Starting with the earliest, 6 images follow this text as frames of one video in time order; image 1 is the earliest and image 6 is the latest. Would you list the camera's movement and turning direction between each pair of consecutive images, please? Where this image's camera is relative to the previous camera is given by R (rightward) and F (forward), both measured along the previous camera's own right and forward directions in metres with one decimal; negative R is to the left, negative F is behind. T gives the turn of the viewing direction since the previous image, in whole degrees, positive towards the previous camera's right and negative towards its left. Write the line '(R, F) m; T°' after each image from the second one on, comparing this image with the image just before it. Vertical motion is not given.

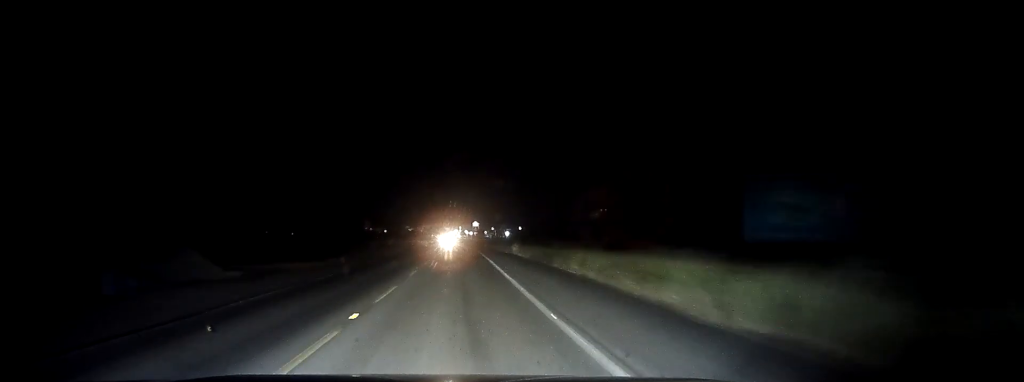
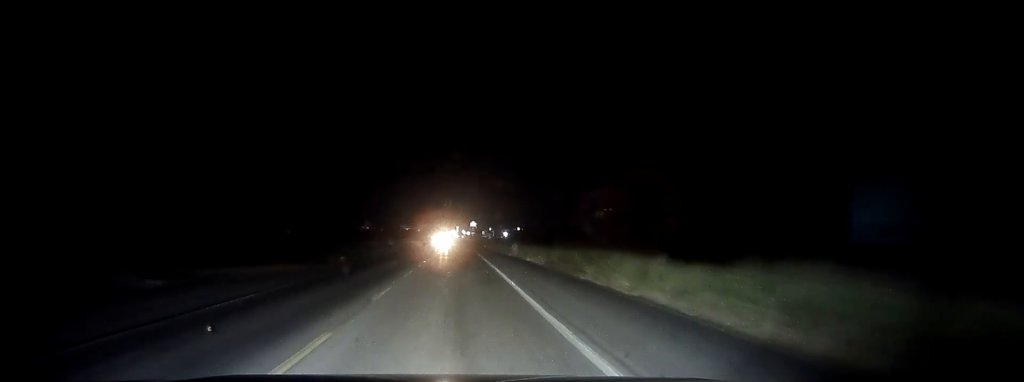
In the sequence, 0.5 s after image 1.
(0.0, +9.2) m; 0°
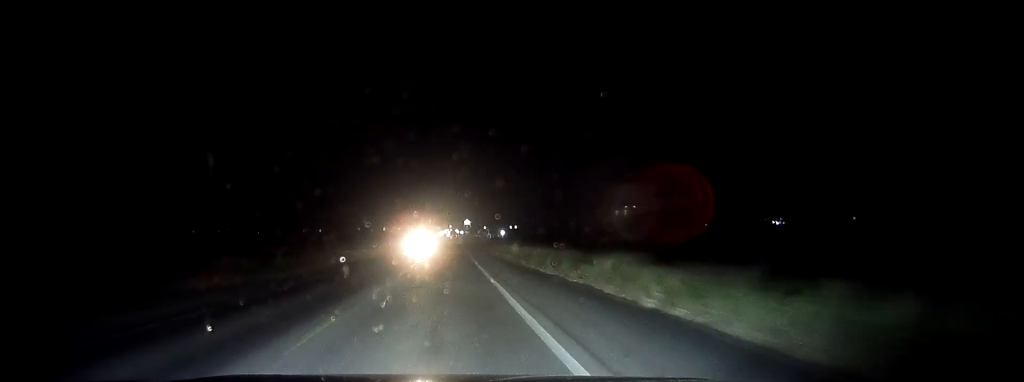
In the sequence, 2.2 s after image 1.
(0.0, +29.4) m; 0°
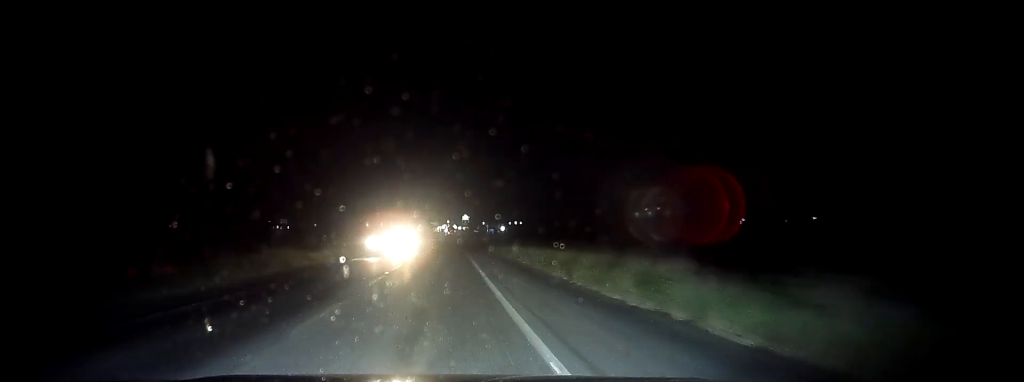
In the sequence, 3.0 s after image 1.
(0.0, +14.7) m; 0°
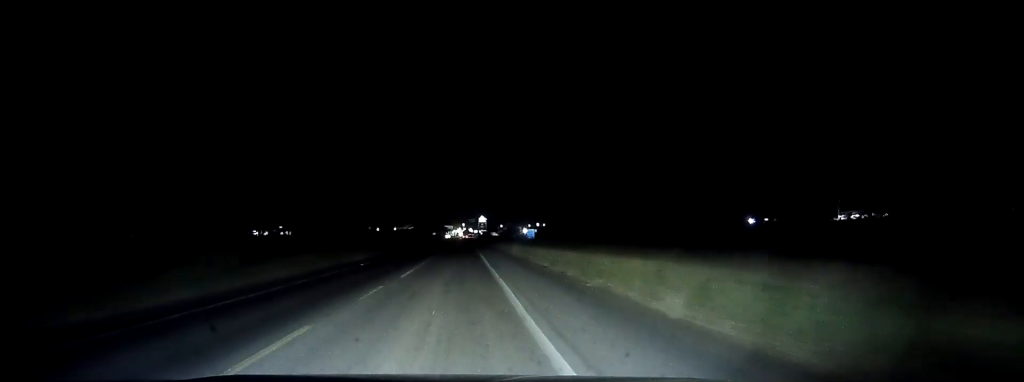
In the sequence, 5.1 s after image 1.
(0.0, +36.4) m; 0°
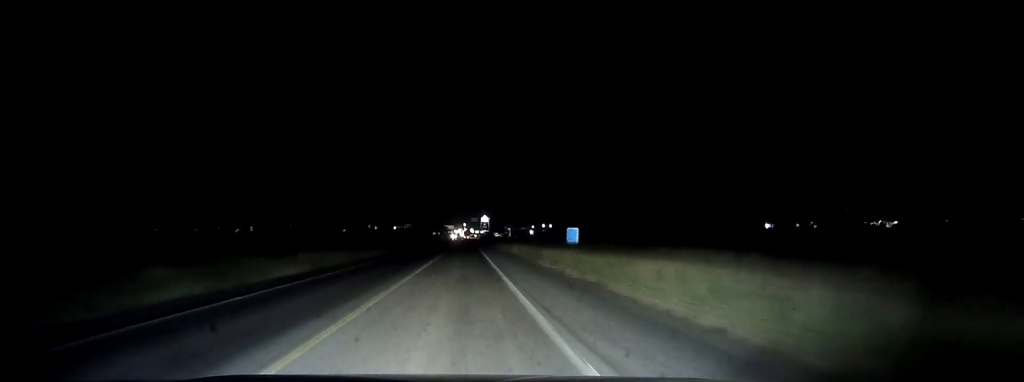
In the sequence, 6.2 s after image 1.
(-0.1, +20.9) m; -1°
